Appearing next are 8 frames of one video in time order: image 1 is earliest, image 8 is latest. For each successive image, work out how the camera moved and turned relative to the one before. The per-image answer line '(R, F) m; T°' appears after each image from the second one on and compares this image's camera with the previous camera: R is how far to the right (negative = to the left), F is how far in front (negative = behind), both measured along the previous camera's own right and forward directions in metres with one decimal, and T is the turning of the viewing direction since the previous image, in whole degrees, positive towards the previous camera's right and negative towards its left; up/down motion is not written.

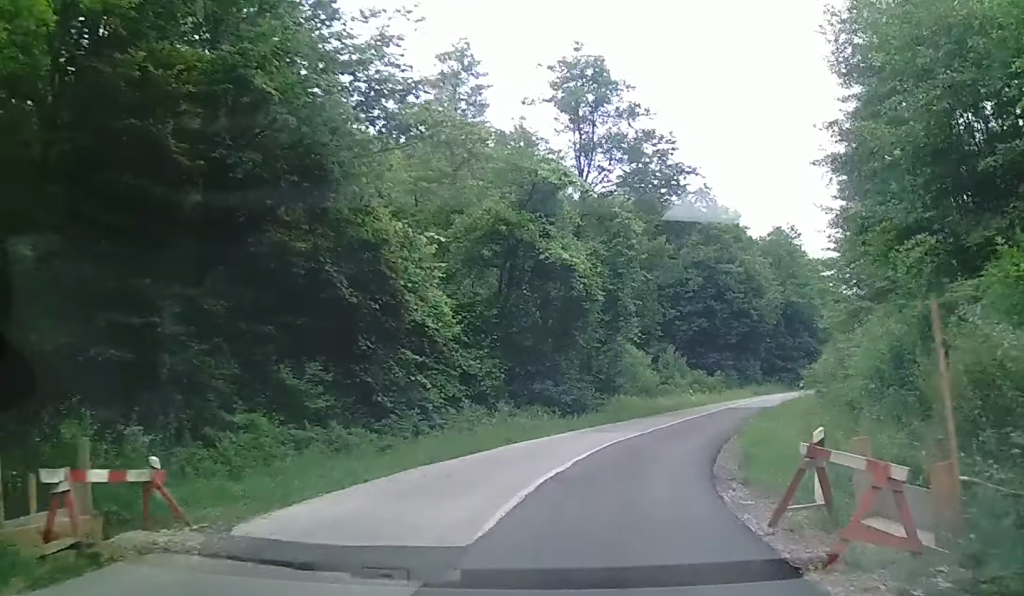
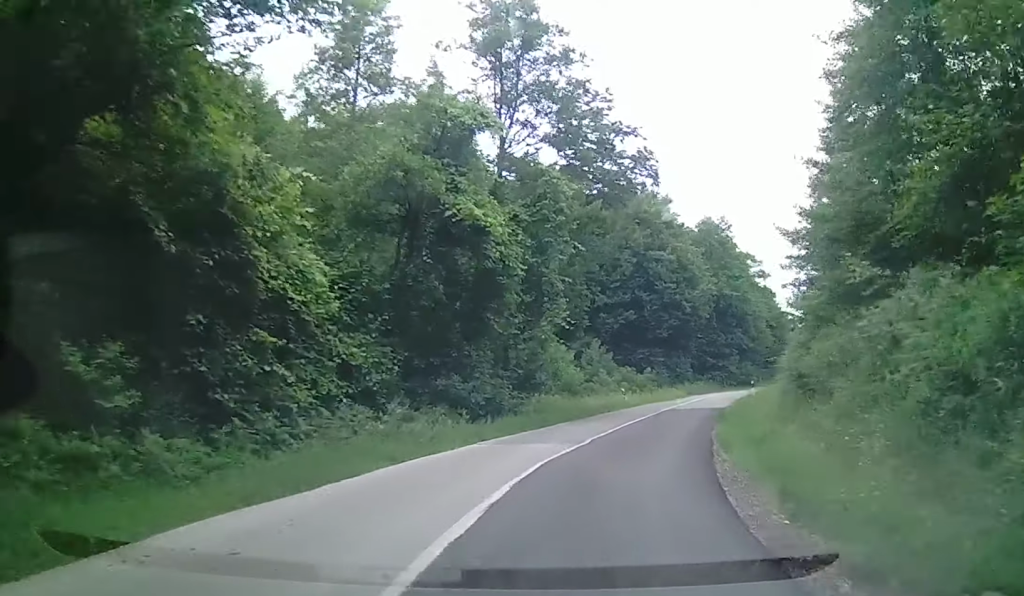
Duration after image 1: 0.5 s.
(+0.4, +8.3) m; +1°
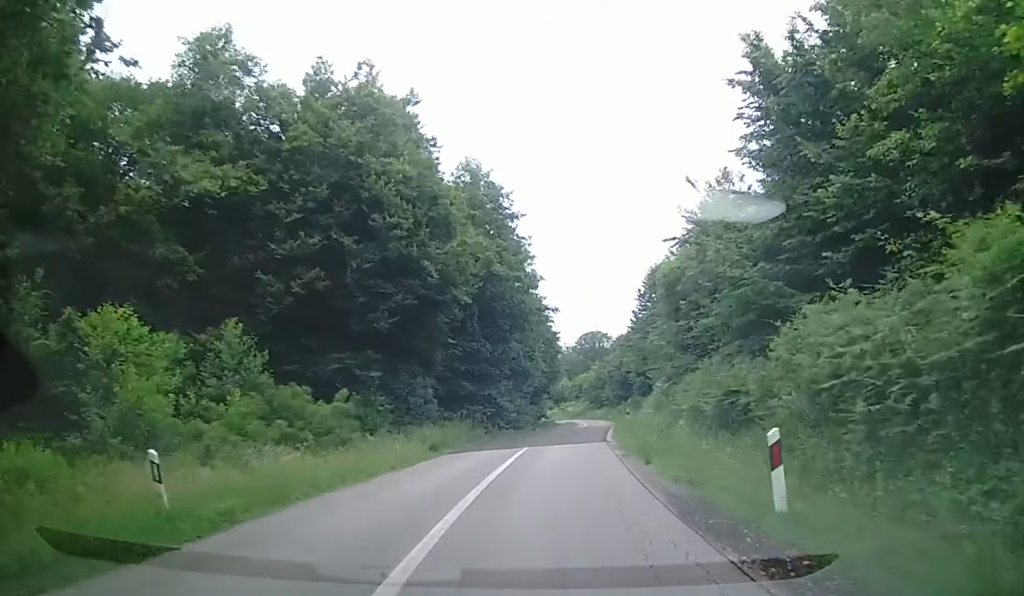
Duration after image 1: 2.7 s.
(+1.5, +42.1) m; +7°
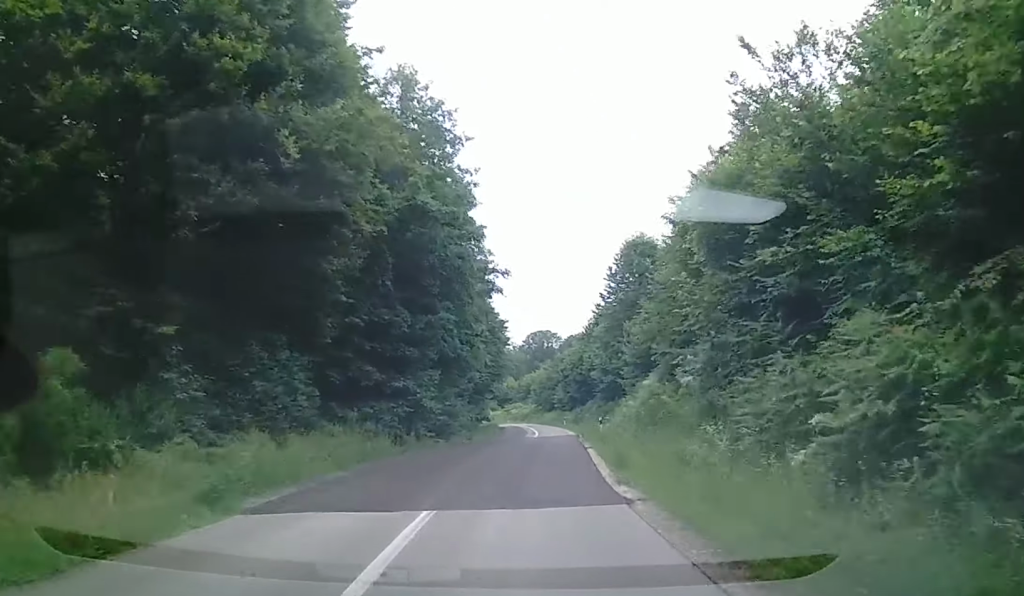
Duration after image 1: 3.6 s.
(+0.4, +17.2) m; +3°
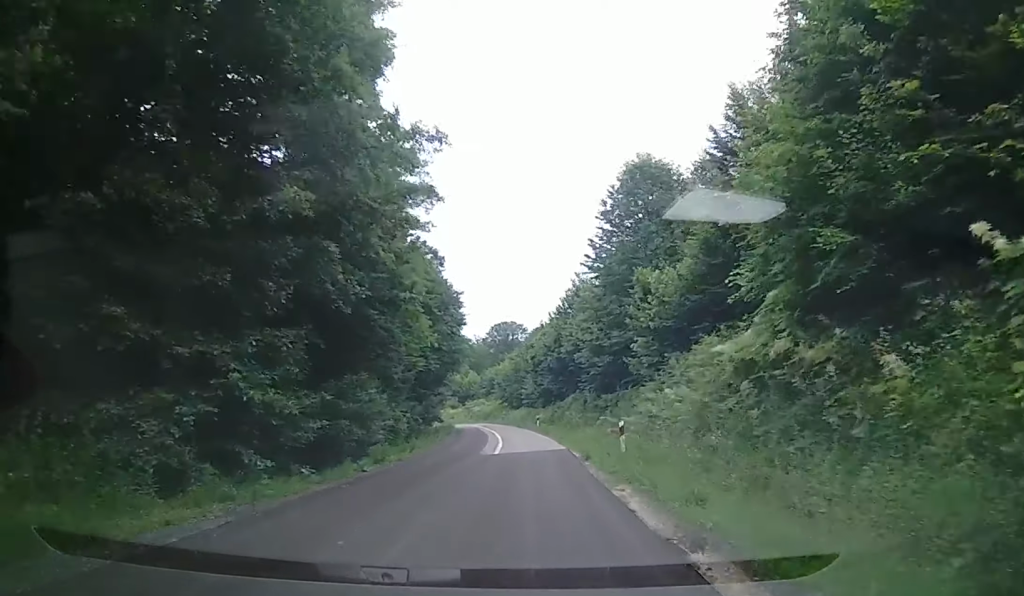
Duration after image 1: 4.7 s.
(+0.5, +20.3) m; 0°
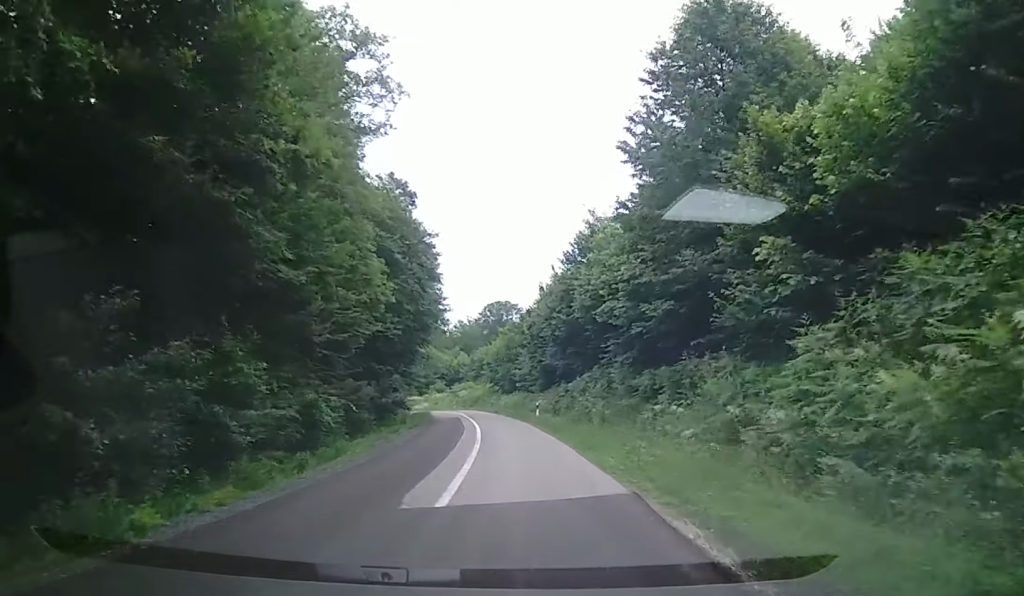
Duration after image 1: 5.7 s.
(-0.4, +17.9) m; +1°
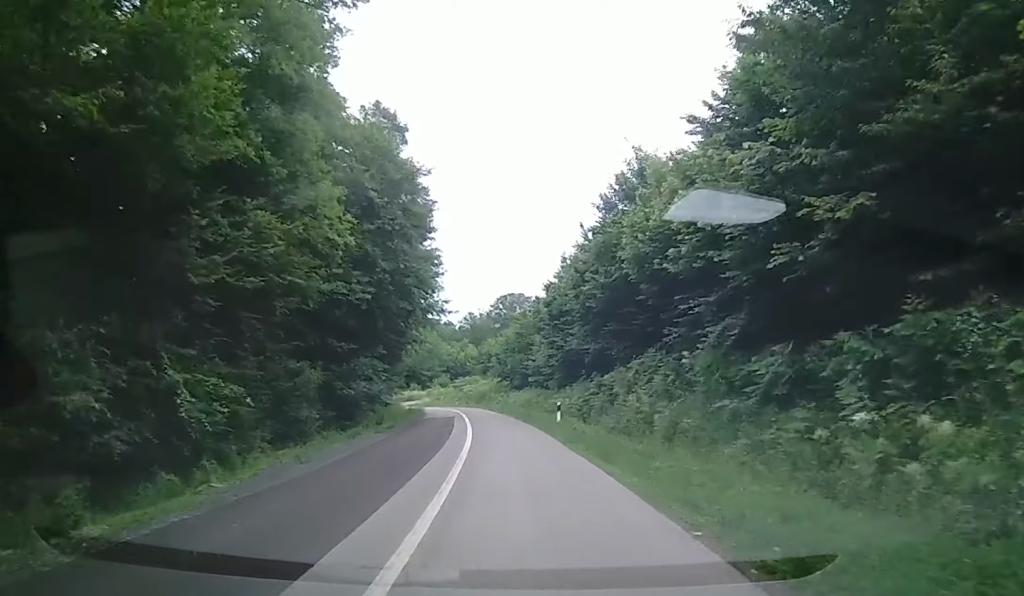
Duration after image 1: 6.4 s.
(+0.4, +12.8) m; +4°
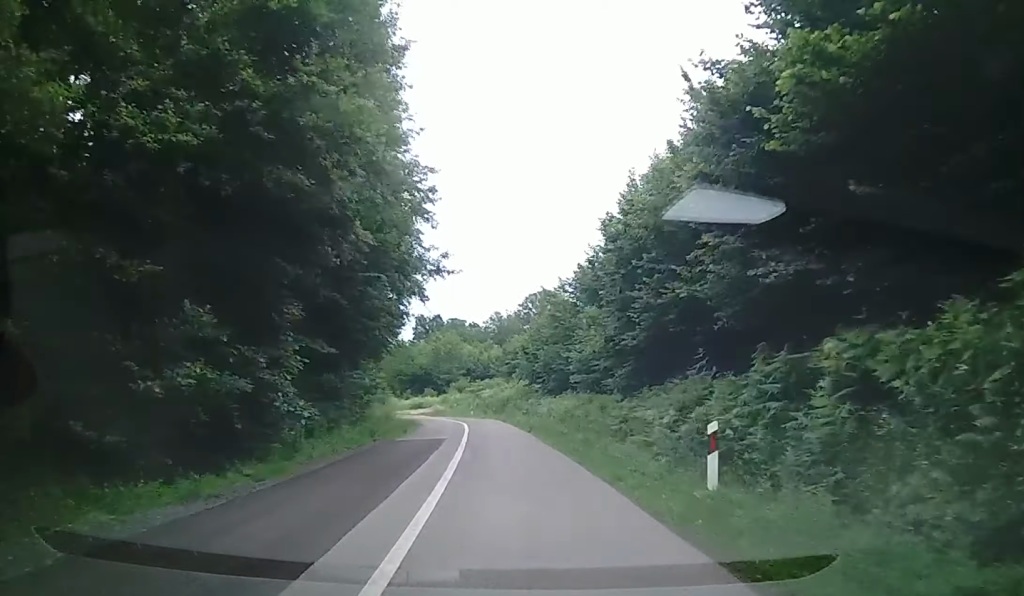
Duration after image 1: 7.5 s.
(+1.1, +20.1) m; +8°
